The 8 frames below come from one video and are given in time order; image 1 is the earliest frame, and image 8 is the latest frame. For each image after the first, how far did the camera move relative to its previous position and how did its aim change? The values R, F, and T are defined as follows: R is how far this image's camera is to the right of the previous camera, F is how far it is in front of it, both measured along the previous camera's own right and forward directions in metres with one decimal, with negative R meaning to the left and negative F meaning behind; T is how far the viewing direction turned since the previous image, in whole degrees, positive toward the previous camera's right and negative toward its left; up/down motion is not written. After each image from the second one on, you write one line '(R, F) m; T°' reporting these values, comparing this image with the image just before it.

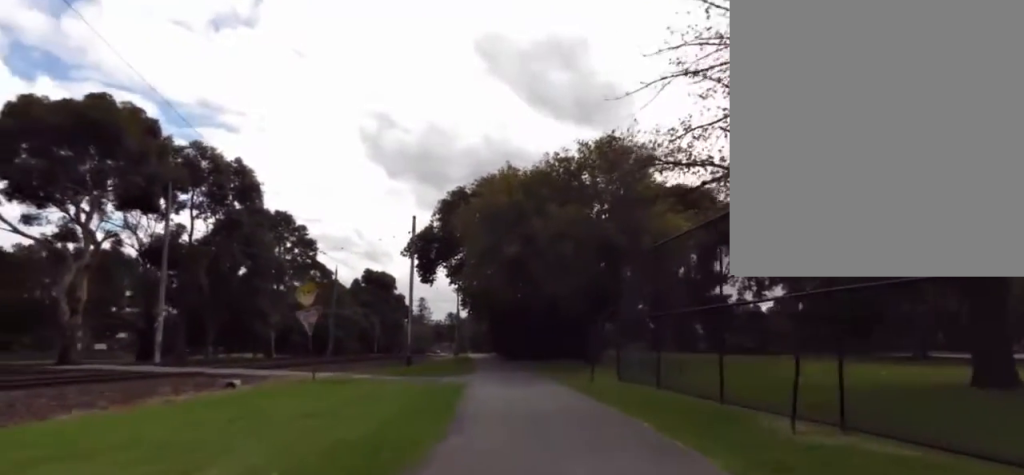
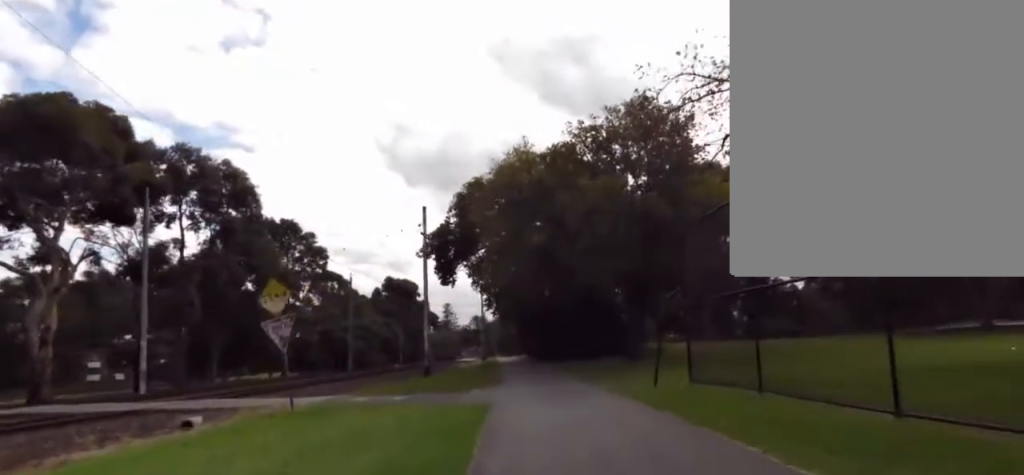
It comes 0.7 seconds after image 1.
(-0.3, +3.9) m; -5°
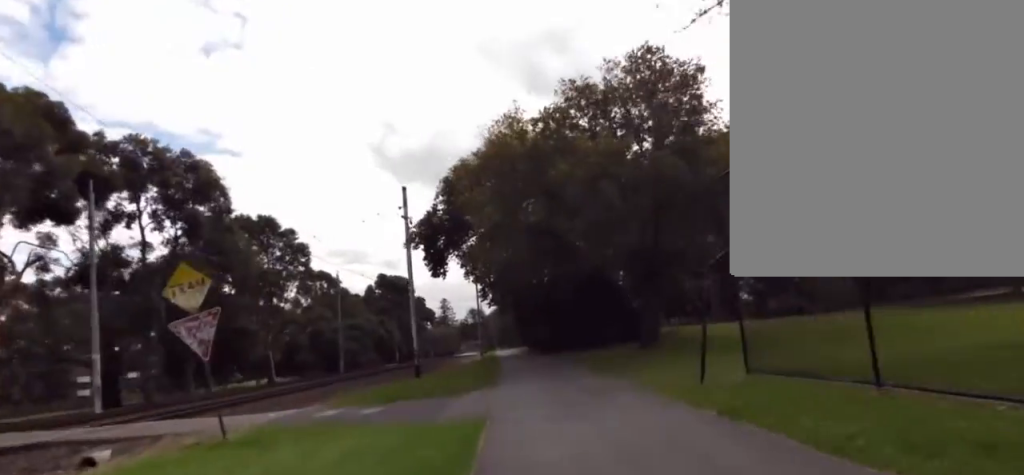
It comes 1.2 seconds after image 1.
(-0.1, +3.4) m; +4°
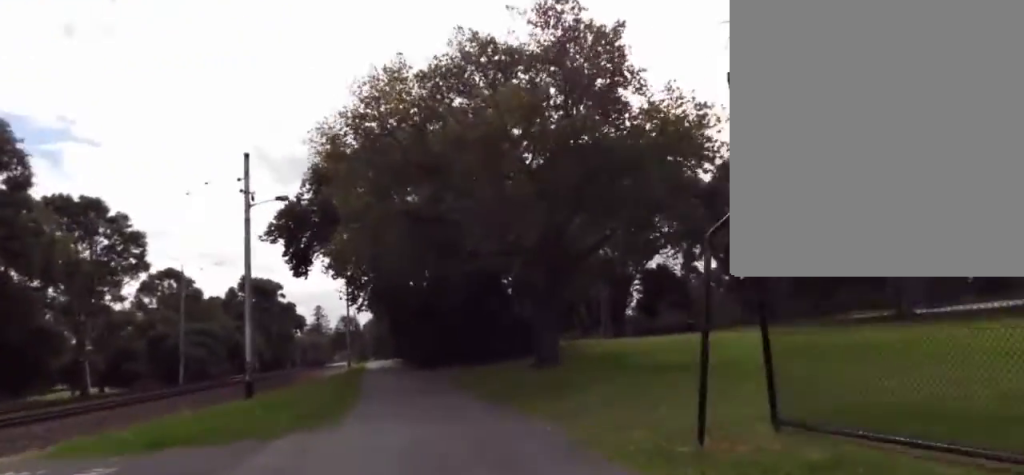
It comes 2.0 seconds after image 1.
(+0.2, +5.0) m; 0°
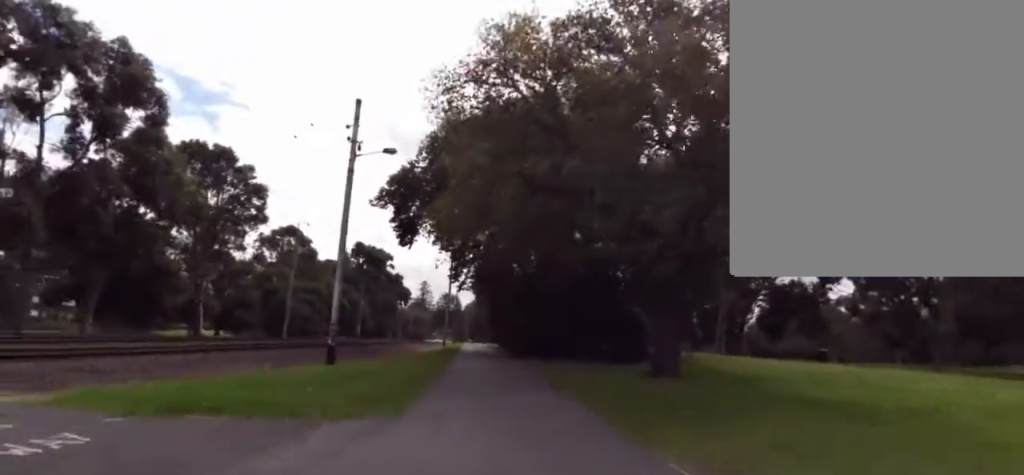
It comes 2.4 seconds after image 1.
(+0.5, +2.7) m; -3°
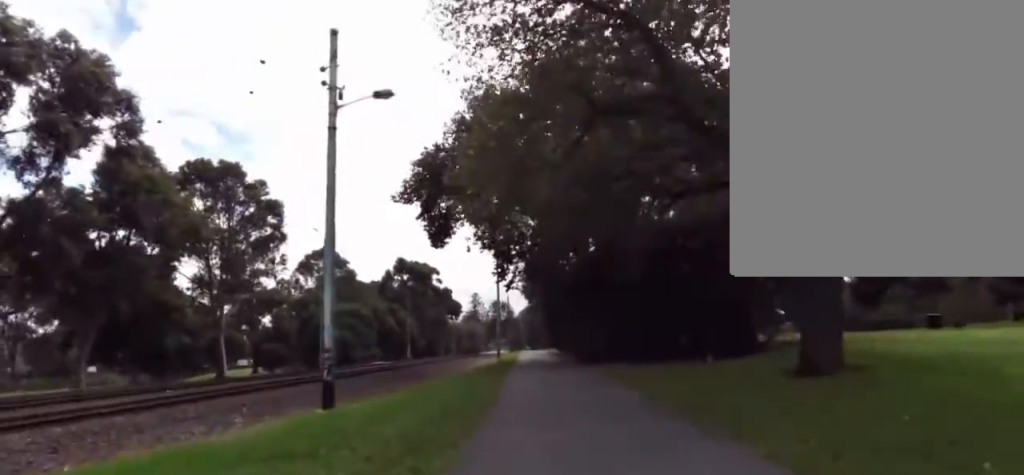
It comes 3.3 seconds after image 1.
(-1.1, +5.4) m; -1°
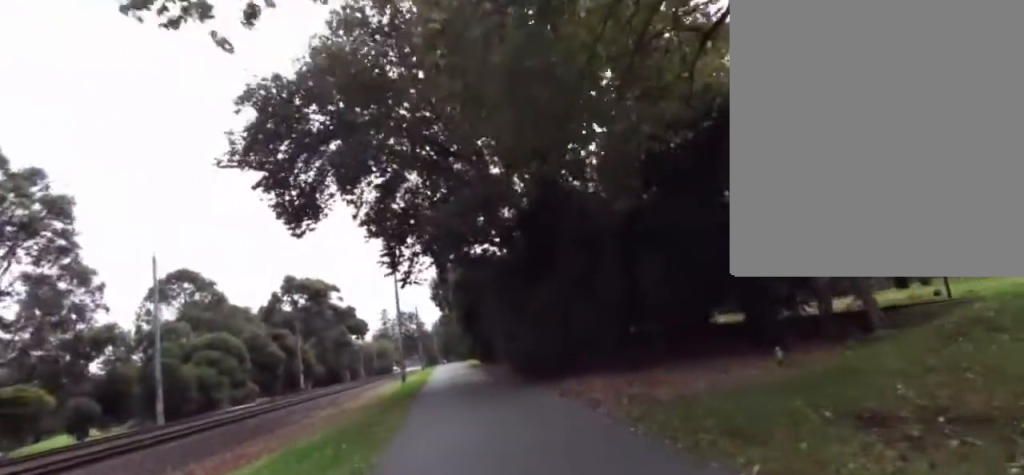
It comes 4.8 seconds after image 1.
(+1.6, +9.0) m; +14°
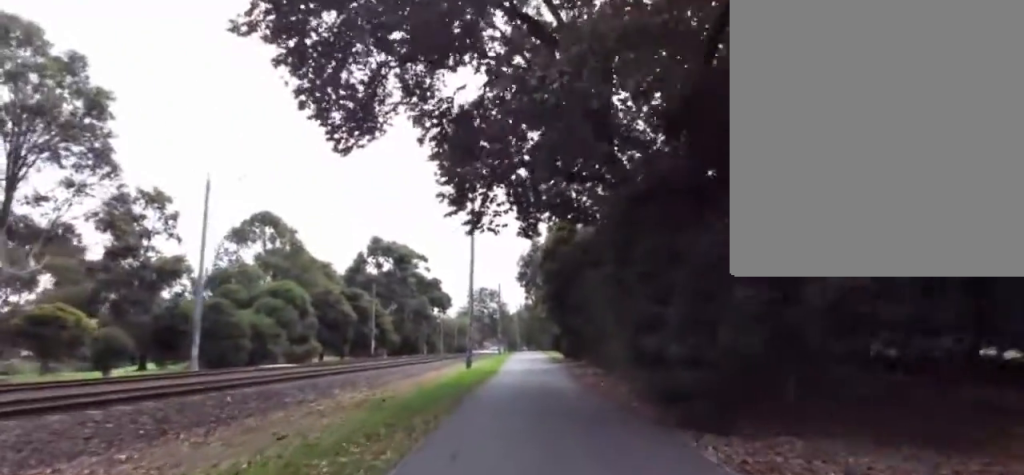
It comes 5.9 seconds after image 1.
(-0.7, +7.1) m; -13°
